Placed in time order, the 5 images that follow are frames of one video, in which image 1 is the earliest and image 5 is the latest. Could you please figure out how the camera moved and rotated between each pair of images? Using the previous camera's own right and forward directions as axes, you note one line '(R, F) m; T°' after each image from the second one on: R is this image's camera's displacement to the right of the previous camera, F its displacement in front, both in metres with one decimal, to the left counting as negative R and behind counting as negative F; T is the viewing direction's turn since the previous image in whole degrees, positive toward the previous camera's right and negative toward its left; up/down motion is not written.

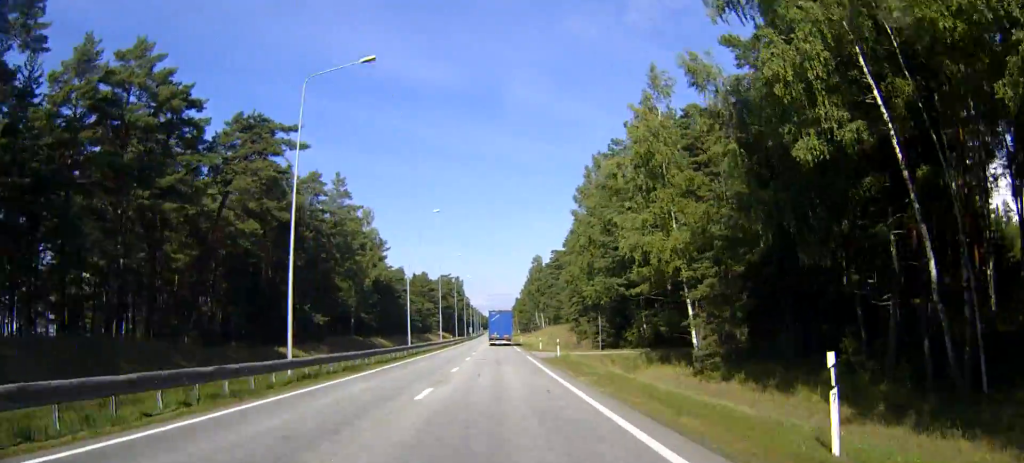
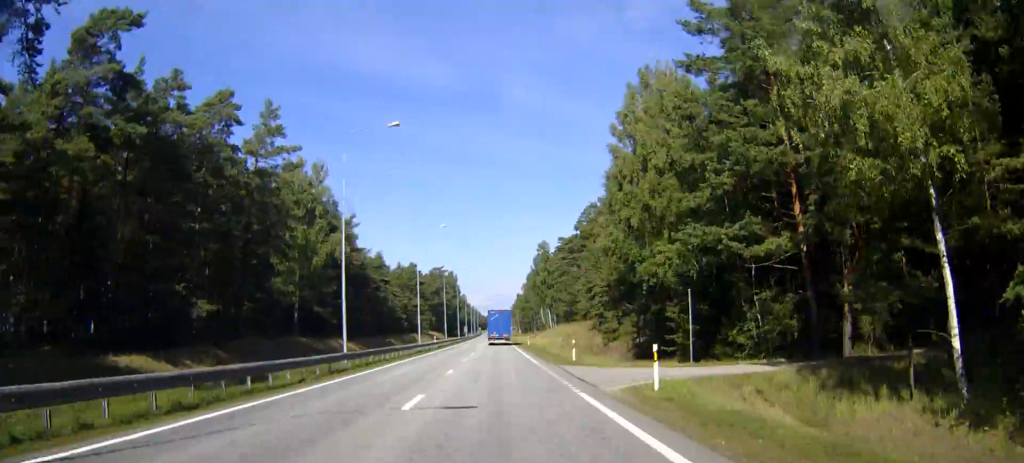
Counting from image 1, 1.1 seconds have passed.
(0.0, +26.3) m; 0°
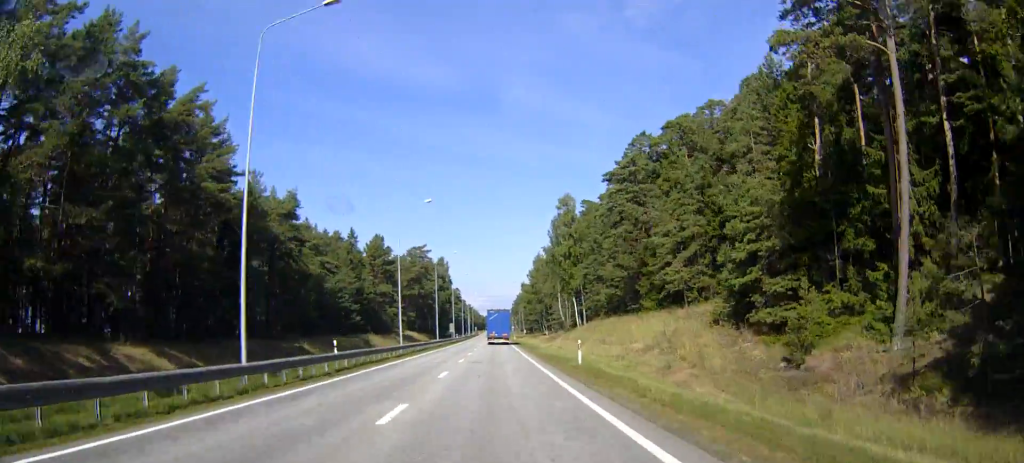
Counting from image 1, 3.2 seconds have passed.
(+0.1, +50.0) m; 0°
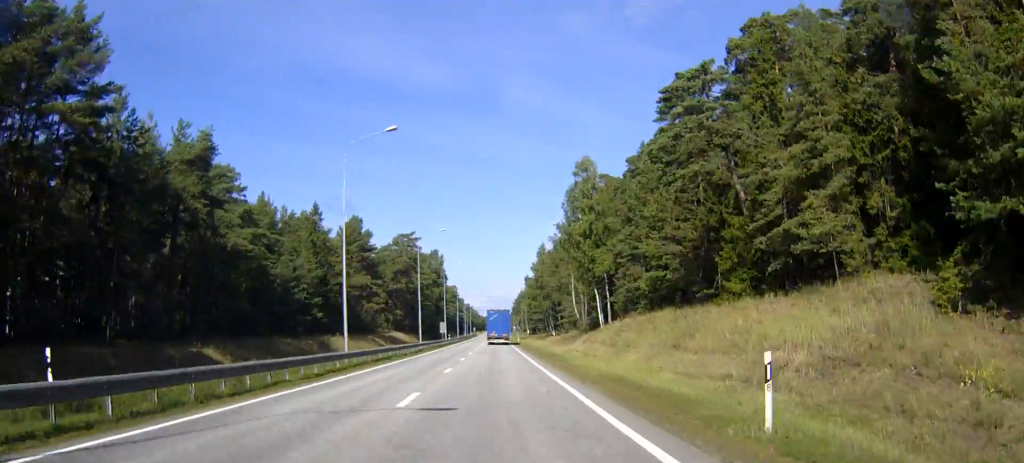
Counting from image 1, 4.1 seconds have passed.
(0.0, +21.4) m; 0°
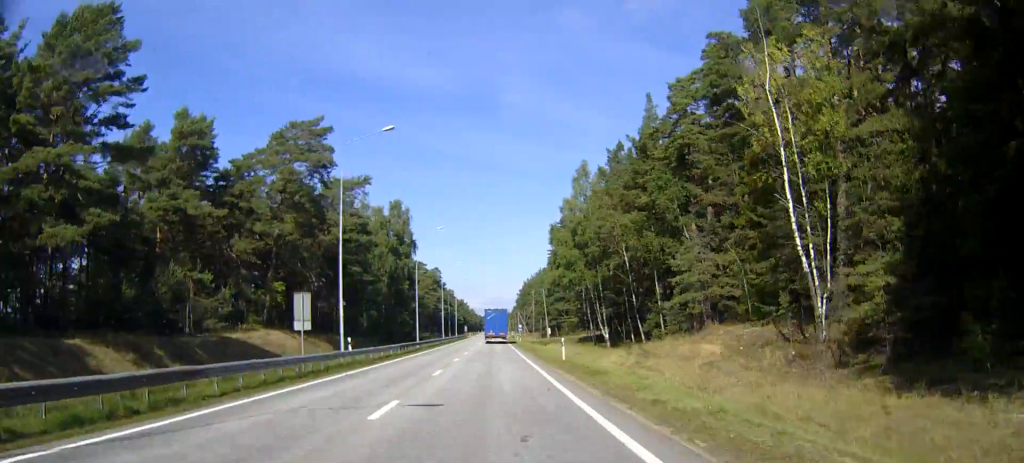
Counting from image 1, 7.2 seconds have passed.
(0.0, +73.8) m; 0°
